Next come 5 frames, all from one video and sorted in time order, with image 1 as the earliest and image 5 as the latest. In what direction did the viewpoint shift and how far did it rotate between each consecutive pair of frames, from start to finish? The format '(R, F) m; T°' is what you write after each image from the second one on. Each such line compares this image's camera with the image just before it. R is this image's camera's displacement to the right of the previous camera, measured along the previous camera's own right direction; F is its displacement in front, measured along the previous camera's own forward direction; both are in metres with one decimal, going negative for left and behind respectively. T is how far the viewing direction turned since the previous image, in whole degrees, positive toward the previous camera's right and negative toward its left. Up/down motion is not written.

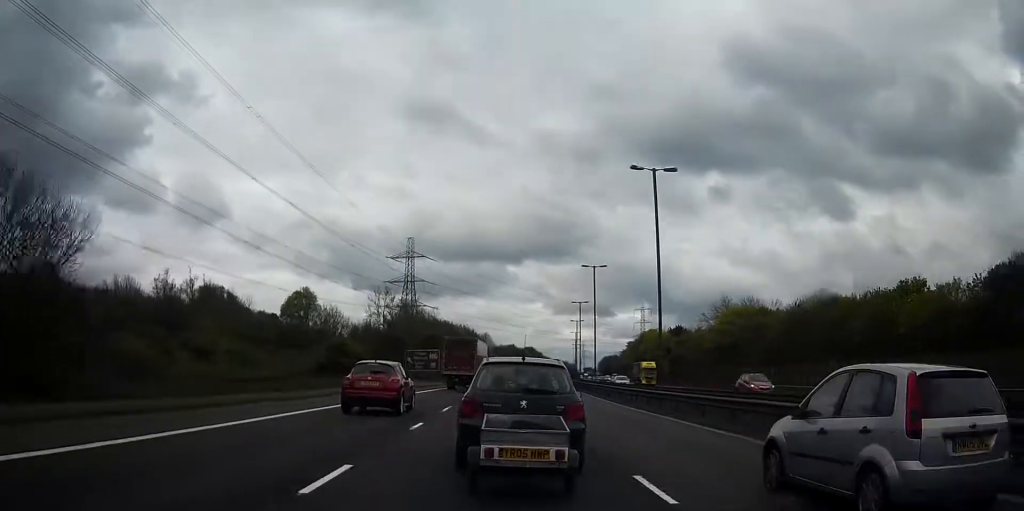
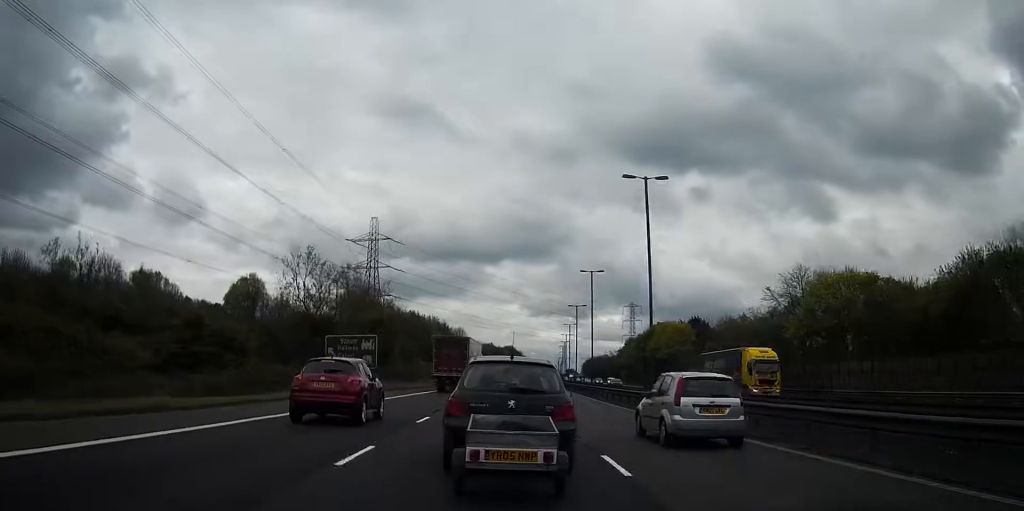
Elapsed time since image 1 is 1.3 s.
(+0.7, +33.8) m; +3°
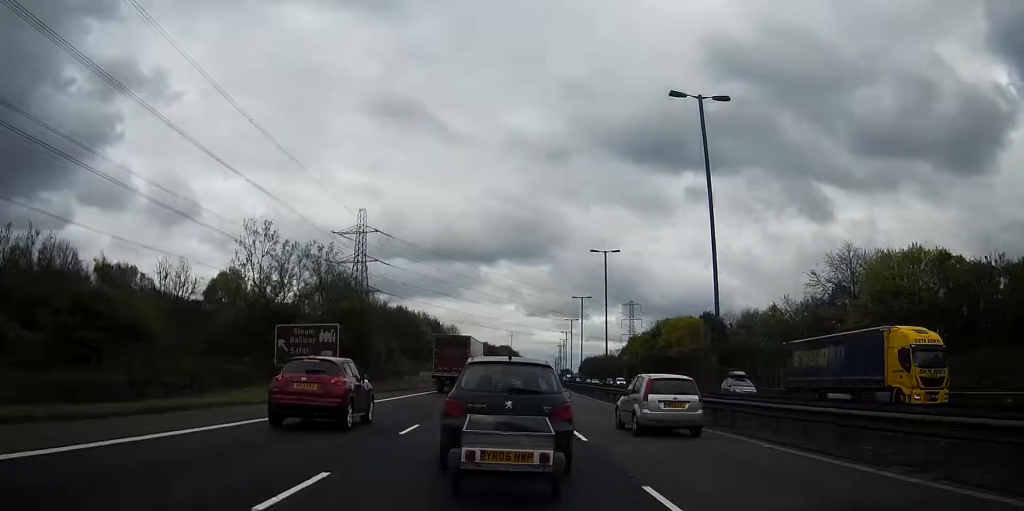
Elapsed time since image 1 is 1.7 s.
(+0.1, +12.4) m; +1°
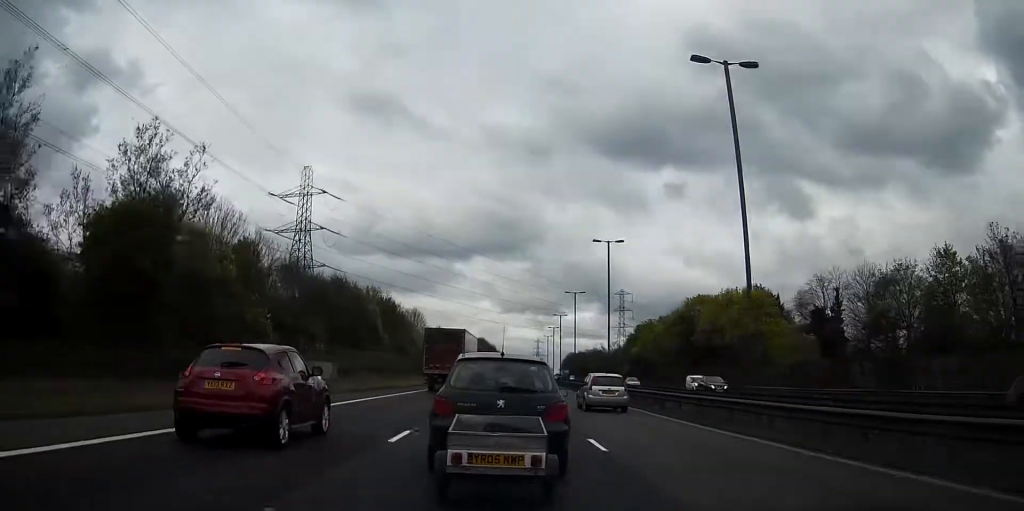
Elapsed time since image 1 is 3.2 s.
(+0.8, +38.7) m; +2°
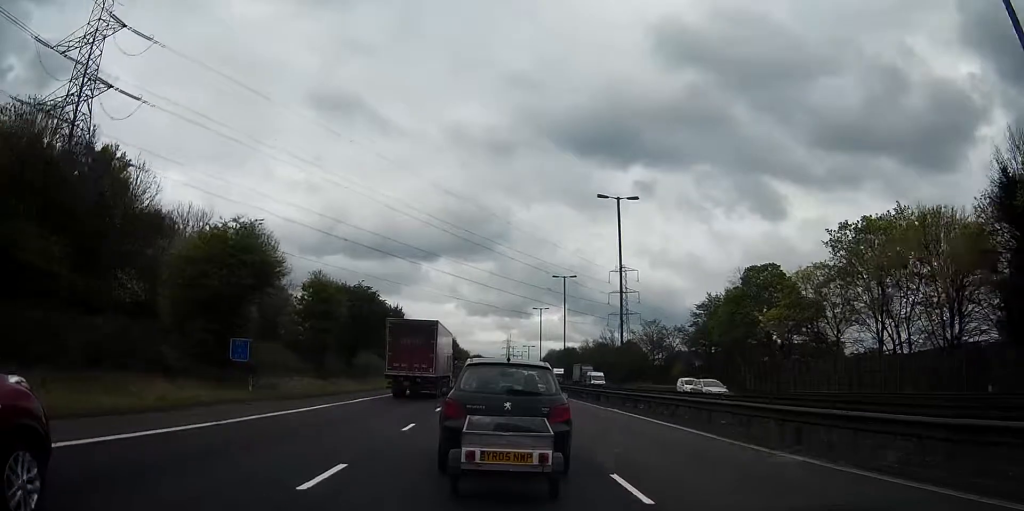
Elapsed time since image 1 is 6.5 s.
(+1.7, +86.4) m; +2°
